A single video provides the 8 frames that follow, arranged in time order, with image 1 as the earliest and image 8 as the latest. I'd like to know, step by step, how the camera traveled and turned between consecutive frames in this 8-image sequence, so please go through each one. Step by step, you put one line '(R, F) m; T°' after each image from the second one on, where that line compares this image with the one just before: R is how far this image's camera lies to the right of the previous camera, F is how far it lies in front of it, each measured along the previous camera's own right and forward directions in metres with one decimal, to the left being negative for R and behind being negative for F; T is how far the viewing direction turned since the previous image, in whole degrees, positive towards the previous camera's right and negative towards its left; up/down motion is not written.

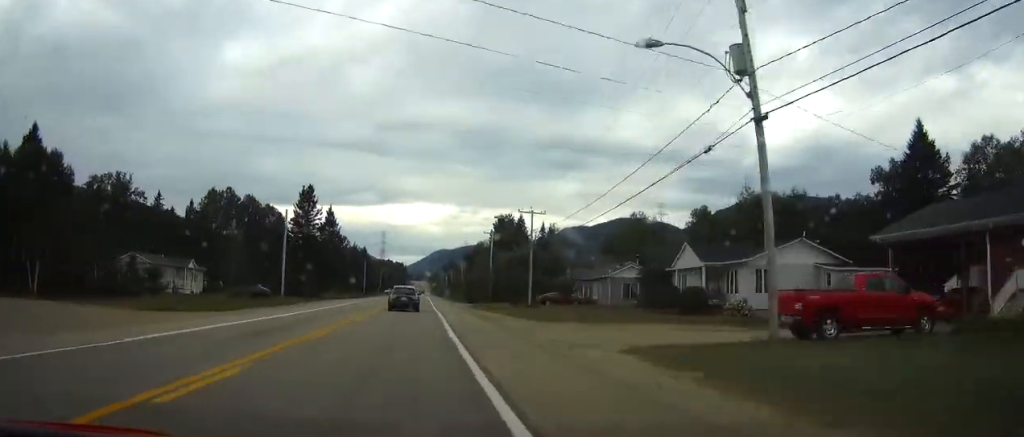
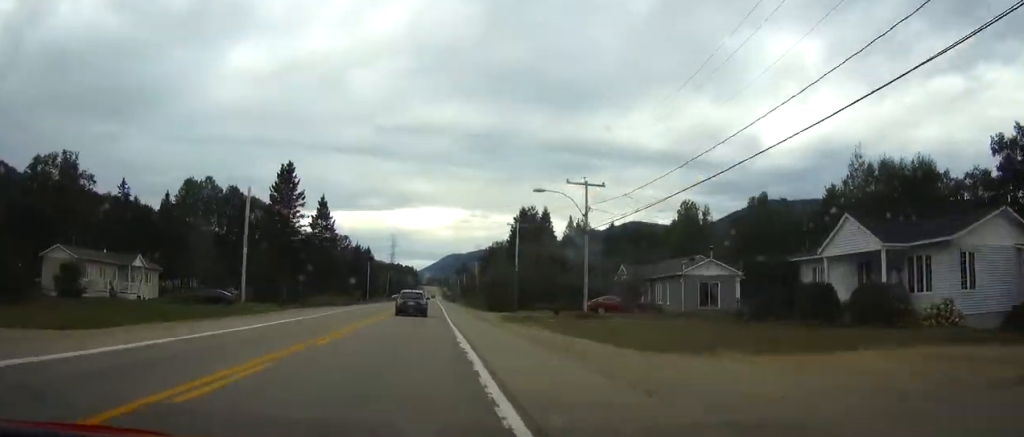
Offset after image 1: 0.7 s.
(0.0, +17.7) m; 0°
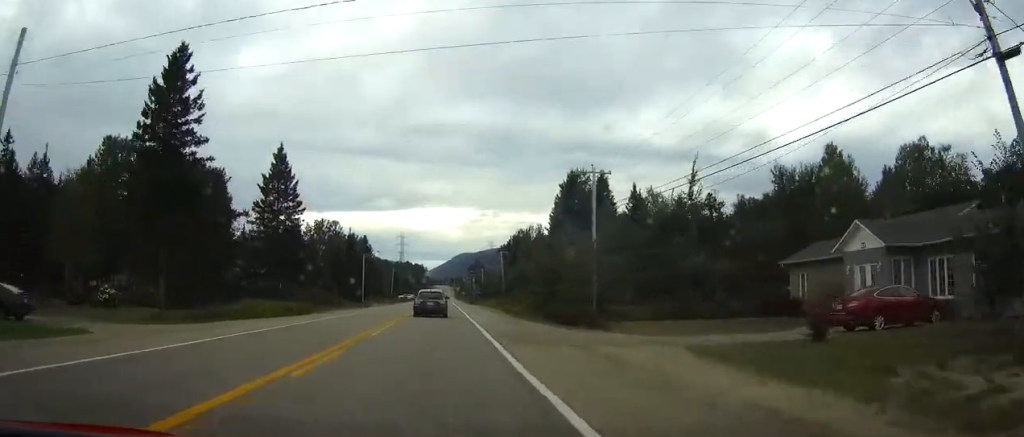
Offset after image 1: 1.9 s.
(-0.4, +33.1) m; -1°
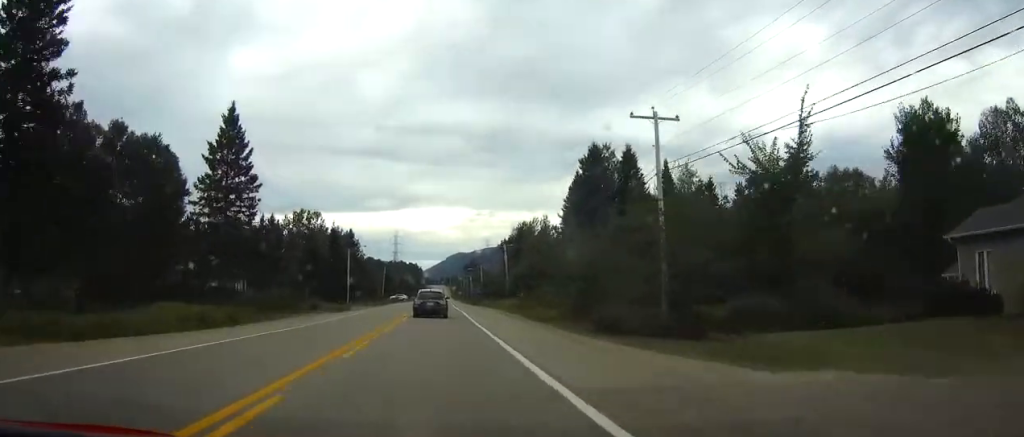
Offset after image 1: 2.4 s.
(-0.2, +14.4) m; 0°
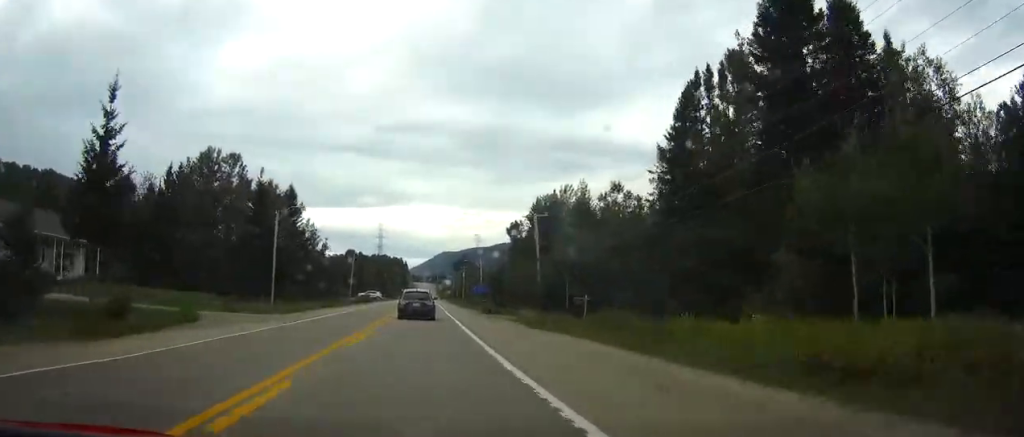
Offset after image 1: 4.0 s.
(+0.4, +42.1) m; +1°
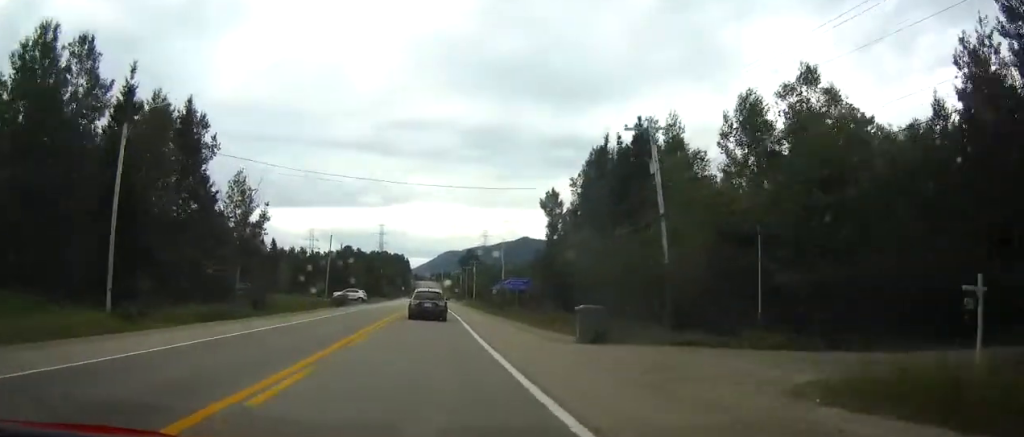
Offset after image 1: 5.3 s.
(+0.1, +34.5) m; 0°
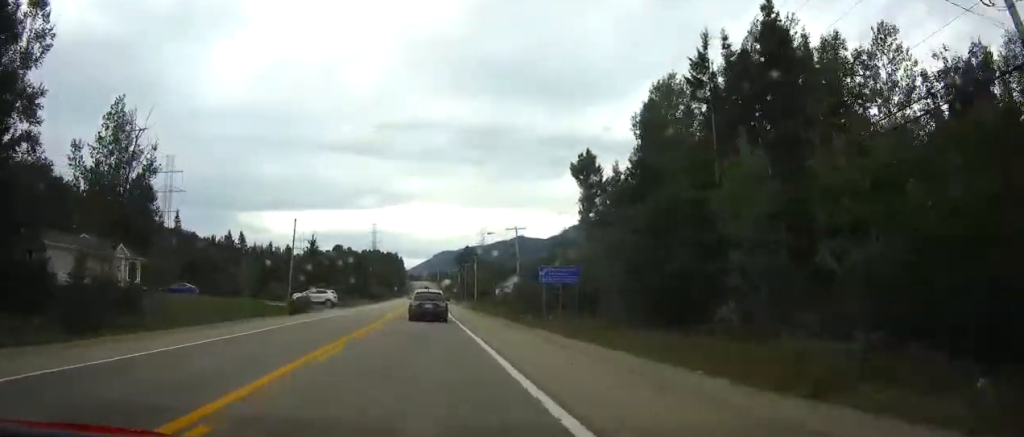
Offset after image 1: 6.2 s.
(0.0, +22.7) m; 0°
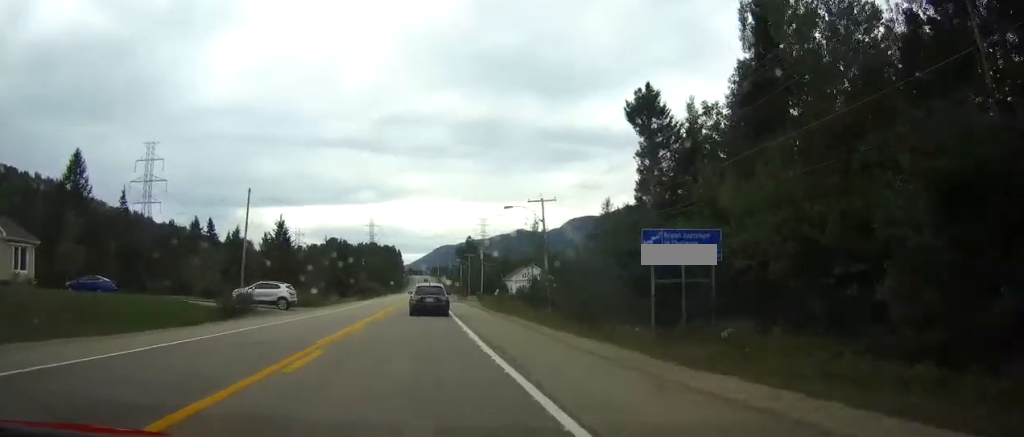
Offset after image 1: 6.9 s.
(0.0, +19.1) m; 0°
